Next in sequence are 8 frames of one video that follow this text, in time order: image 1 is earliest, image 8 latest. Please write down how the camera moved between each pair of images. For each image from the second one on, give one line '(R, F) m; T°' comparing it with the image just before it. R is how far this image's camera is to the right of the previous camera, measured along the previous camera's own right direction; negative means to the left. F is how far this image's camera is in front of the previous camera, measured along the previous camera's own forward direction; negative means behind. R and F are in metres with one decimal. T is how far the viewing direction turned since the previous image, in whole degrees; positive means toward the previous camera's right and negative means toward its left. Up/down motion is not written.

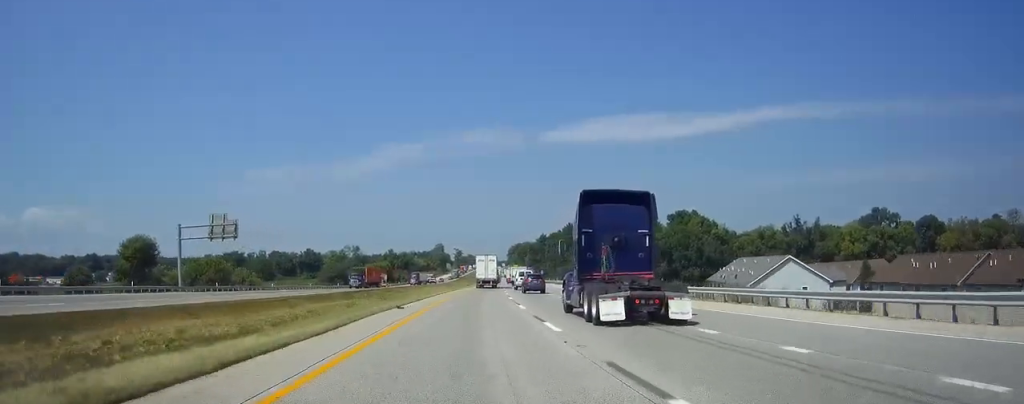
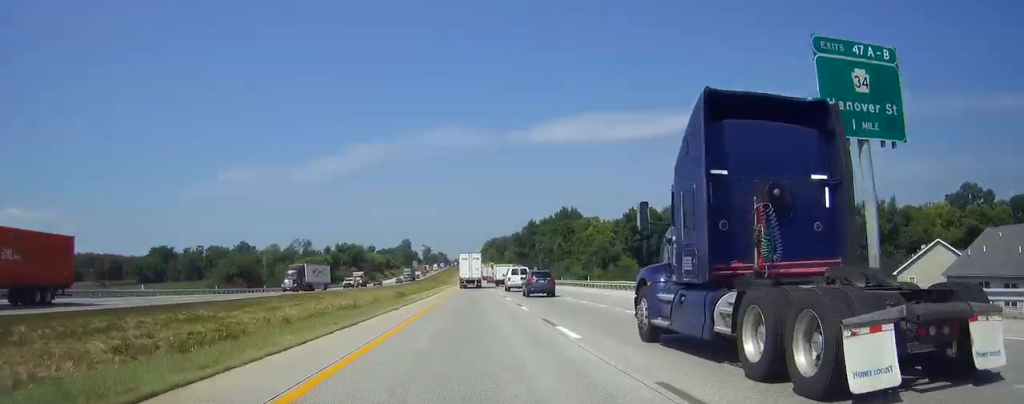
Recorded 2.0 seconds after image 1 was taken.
(+1.7, +62.9) m; +3°
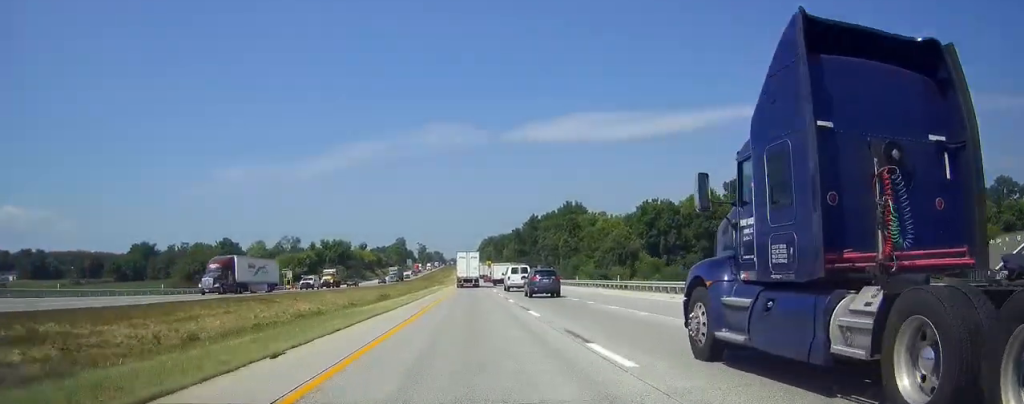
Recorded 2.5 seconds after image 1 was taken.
(+0.1, +16.8) m; 0°
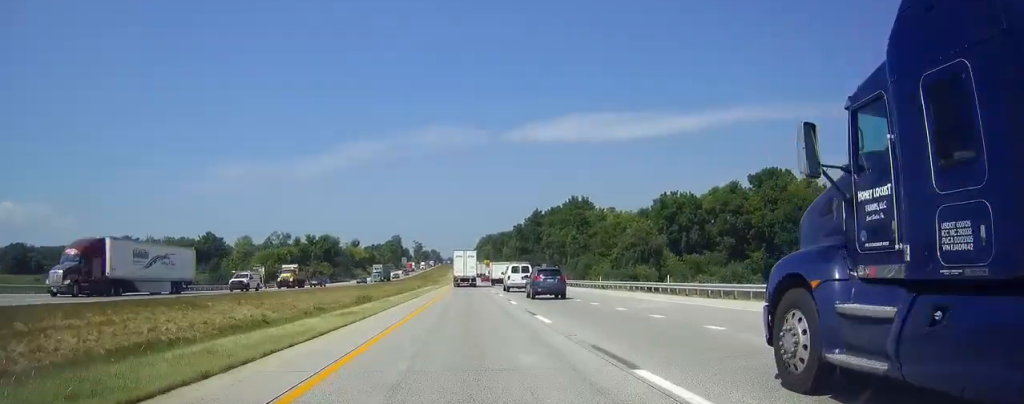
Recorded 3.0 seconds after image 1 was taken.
(0.0, +15.7) m; 0°
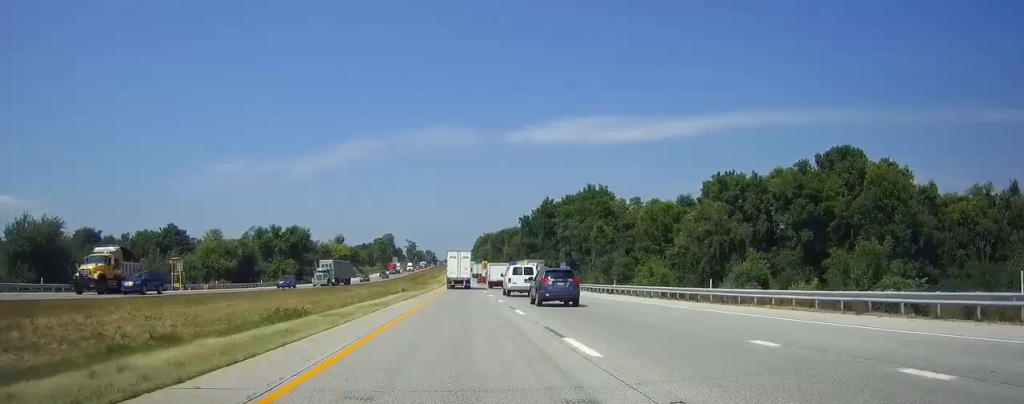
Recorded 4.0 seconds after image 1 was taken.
(+0.1, +31.5) m; 0°
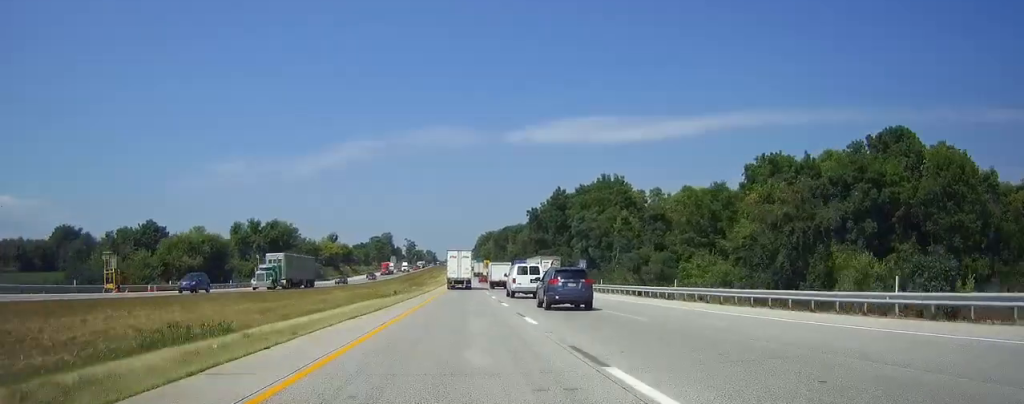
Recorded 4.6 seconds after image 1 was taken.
(0.0, +16.8) m; 0°
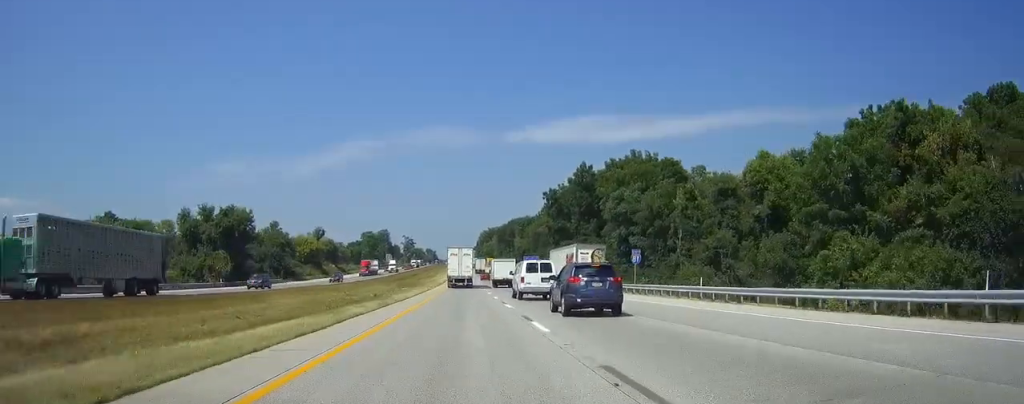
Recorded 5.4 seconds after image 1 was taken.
(+0.2, +27.2) m; 0°
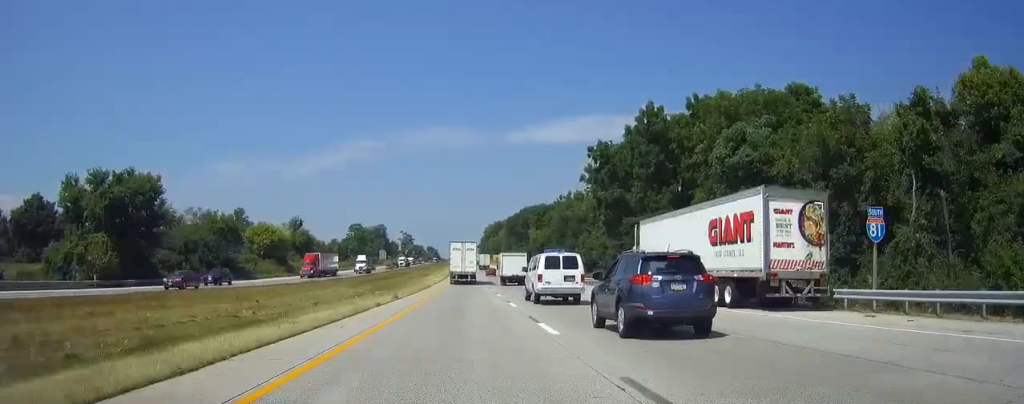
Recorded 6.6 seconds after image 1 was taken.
(-0.3, +37.6) m; -1°
